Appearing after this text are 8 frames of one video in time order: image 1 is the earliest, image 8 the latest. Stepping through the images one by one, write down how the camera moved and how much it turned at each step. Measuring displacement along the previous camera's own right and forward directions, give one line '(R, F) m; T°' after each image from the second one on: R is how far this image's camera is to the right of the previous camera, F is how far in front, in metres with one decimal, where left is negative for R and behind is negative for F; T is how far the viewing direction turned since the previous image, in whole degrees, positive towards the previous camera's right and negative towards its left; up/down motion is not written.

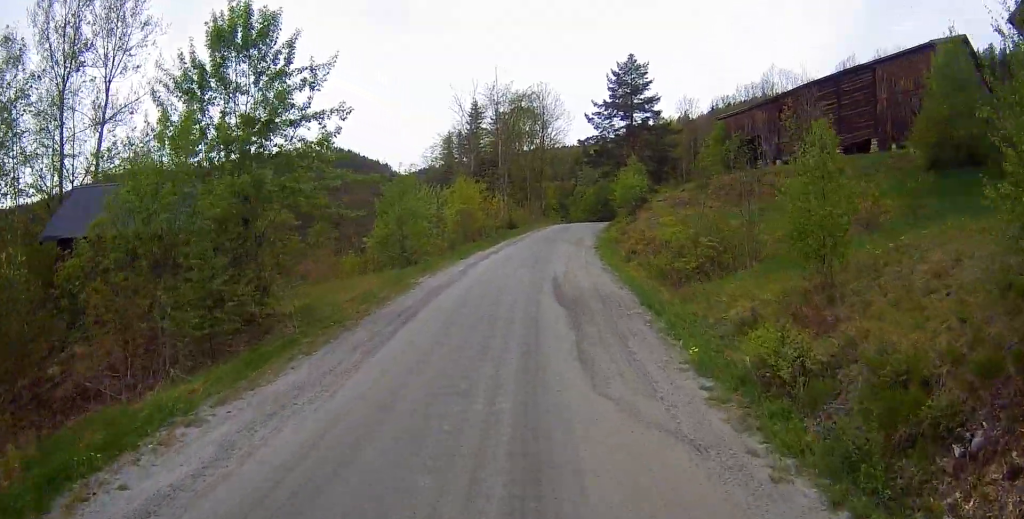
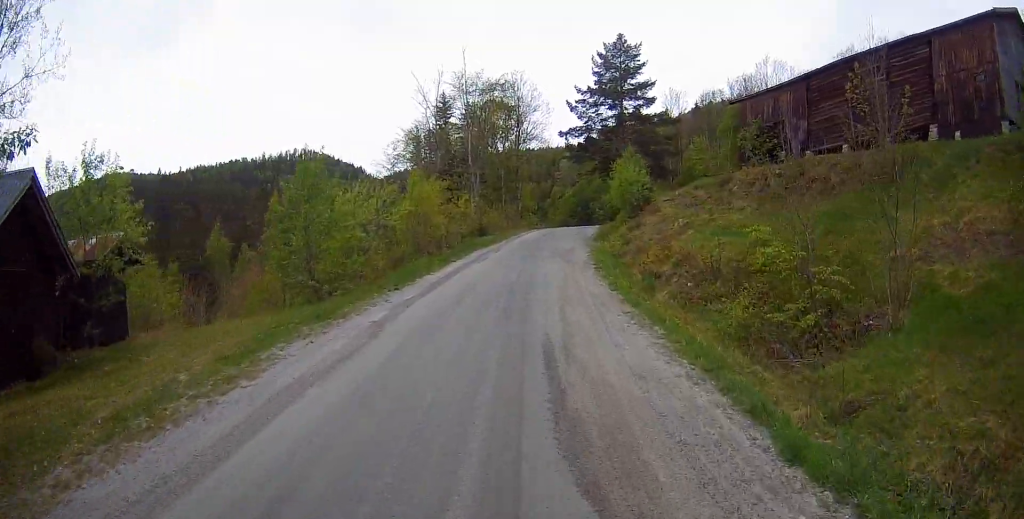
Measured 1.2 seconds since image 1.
(+0.3, +8.7) m; +1°
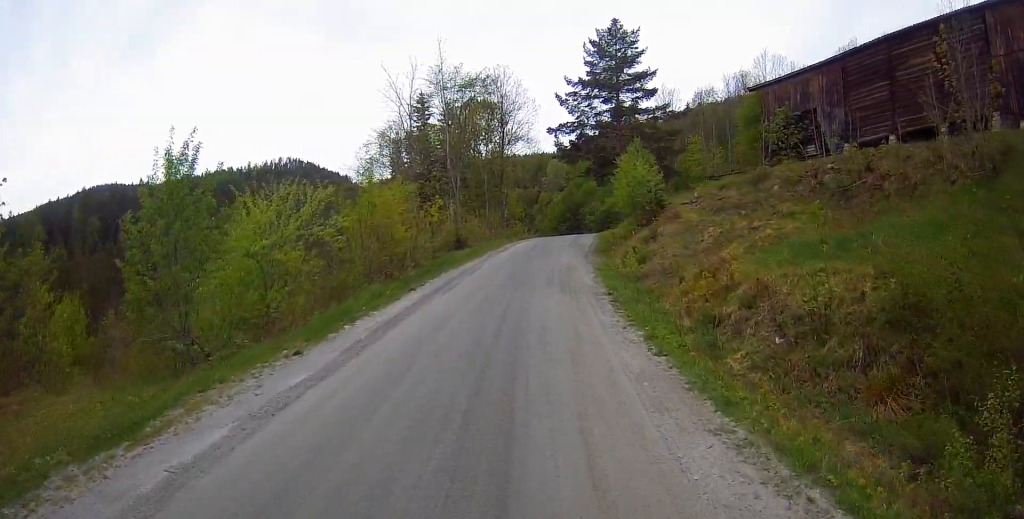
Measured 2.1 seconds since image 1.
(-0.1, +6.5) m; 0°
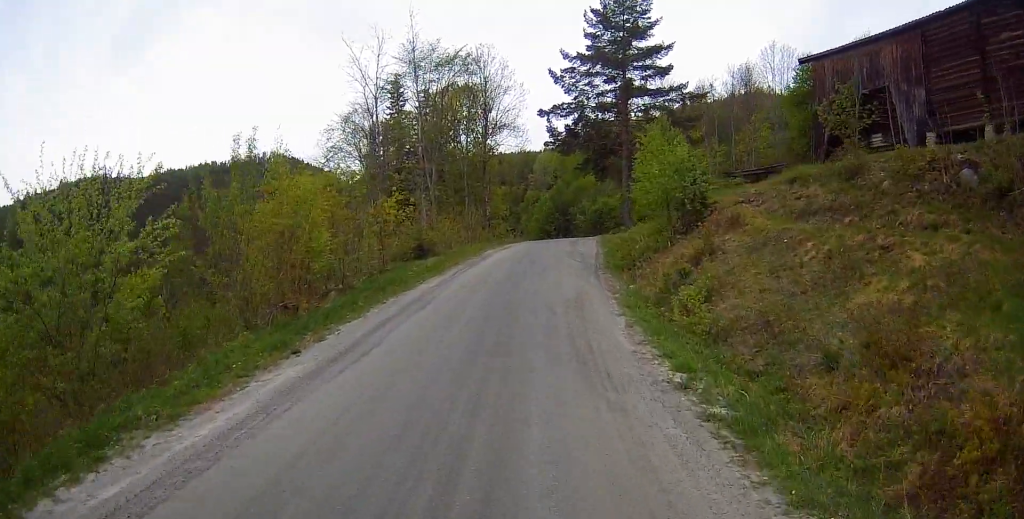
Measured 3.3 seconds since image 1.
(+0.1, +8.7) m; +4°
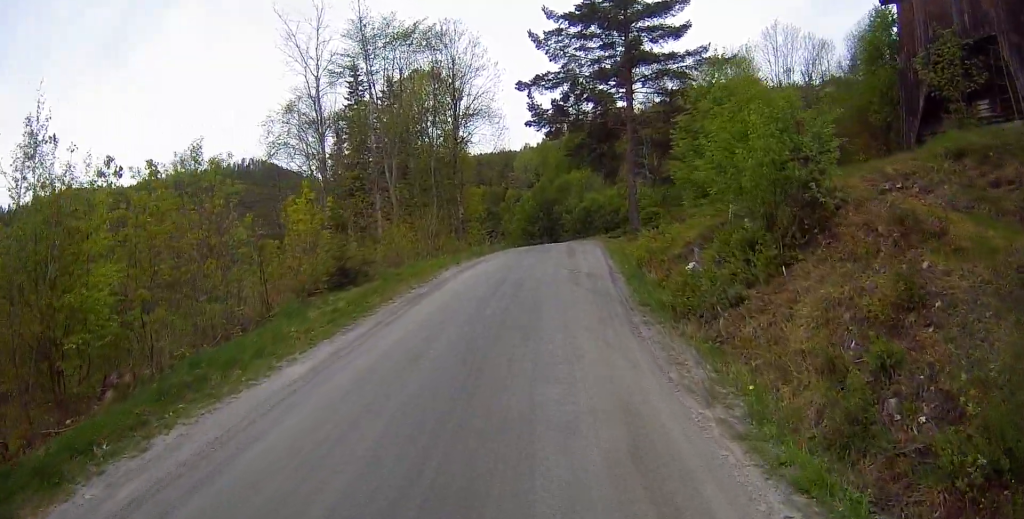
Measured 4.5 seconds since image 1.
(+0.3, +9.3) m; +3°
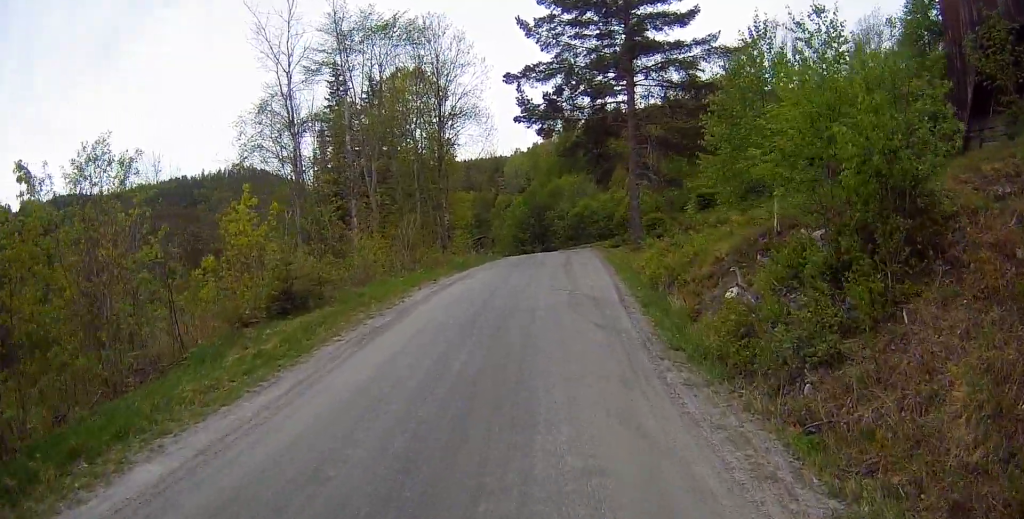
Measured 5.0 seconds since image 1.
(0.0, +3.5) m; 0°
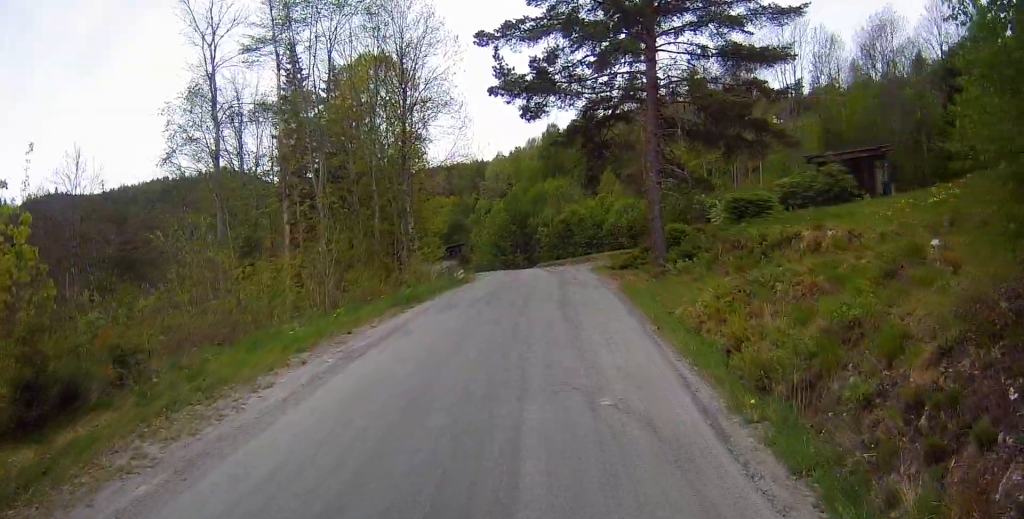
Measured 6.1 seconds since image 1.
(+0.1, +7.9) m; 0°
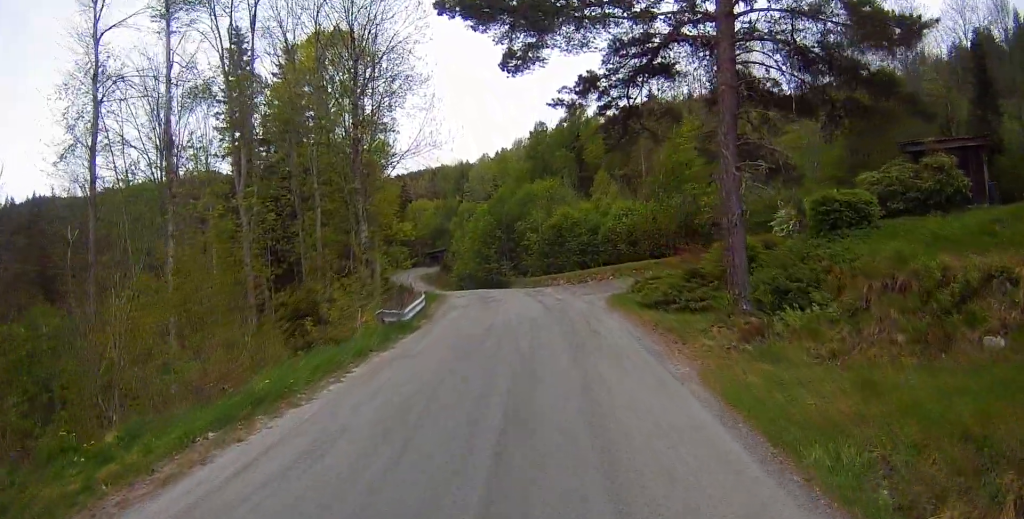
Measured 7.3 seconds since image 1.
(-0.1, +8.8) m; -1°
